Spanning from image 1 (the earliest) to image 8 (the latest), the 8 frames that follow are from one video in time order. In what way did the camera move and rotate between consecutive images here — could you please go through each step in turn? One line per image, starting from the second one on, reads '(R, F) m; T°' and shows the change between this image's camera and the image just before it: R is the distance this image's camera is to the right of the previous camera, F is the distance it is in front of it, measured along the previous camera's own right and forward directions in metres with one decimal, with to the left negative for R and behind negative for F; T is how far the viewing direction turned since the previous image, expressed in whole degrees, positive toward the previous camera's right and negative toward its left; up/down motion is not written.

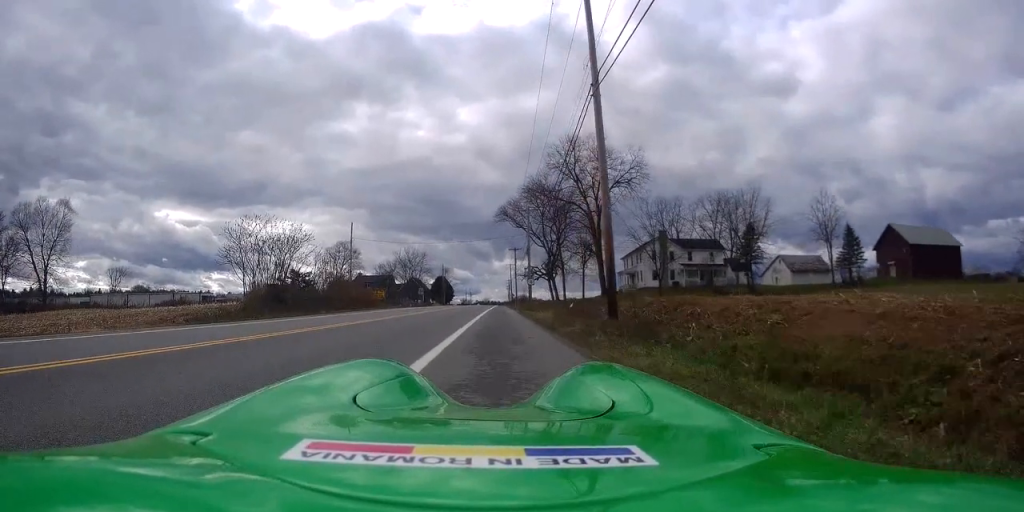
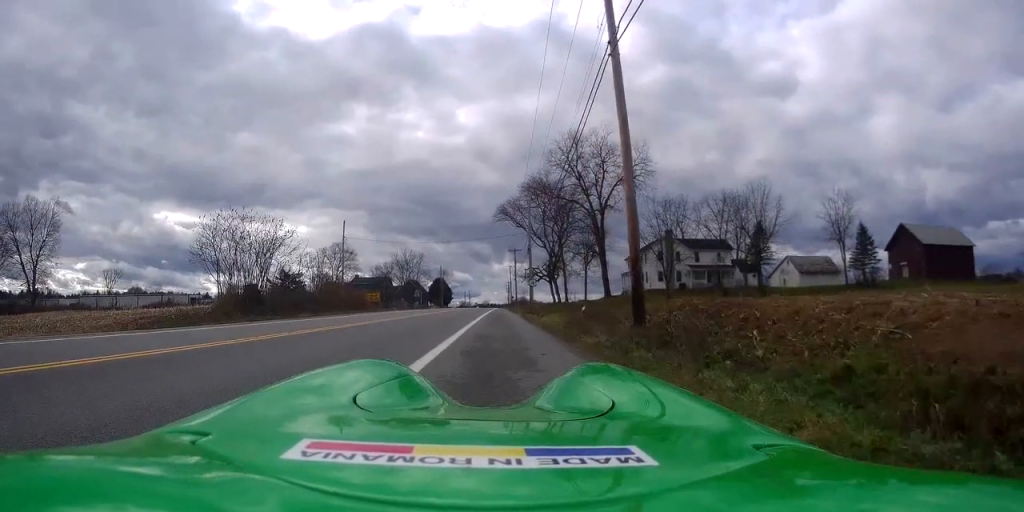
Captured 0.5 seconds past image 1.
(-0.1, +3.4) m; -1°
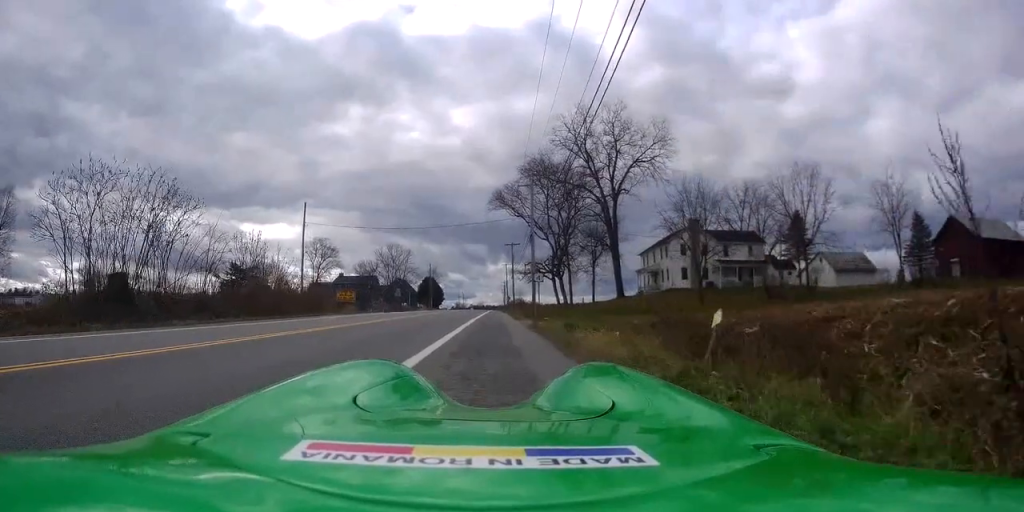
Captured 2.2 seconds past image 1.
(0.0, +13.0) m; -1°
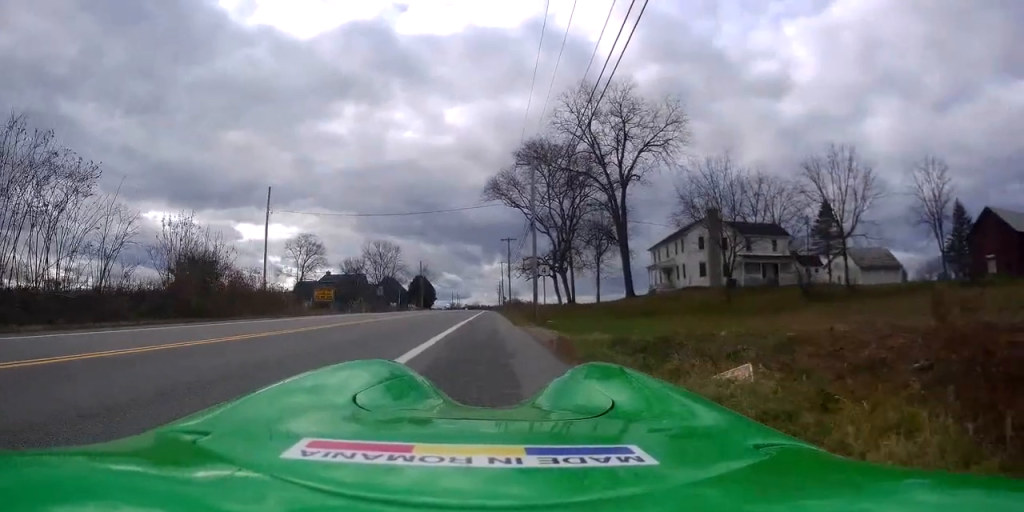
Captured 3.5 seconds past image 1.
(-0.1, +8.4) m; +4°
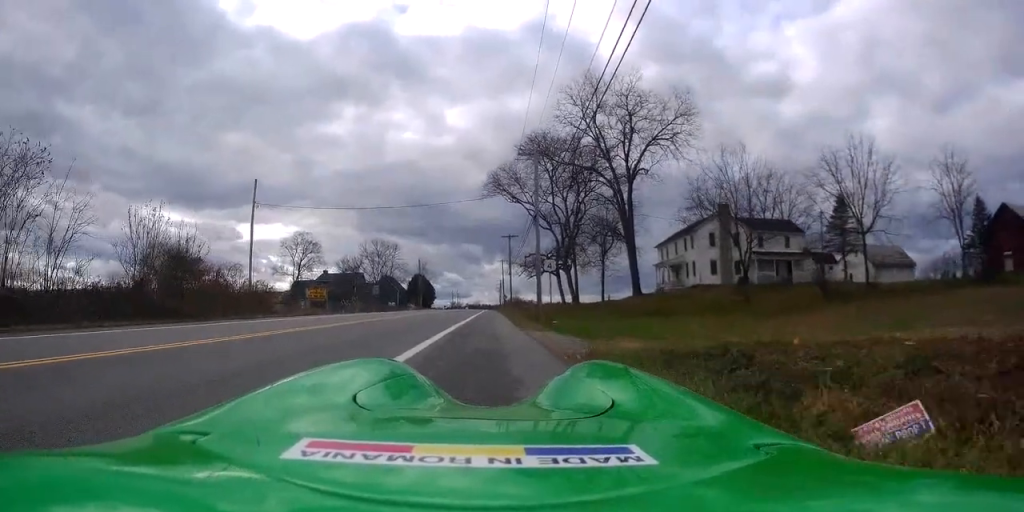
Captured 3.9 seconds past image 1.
(+0.5, +3.1) m; 0°
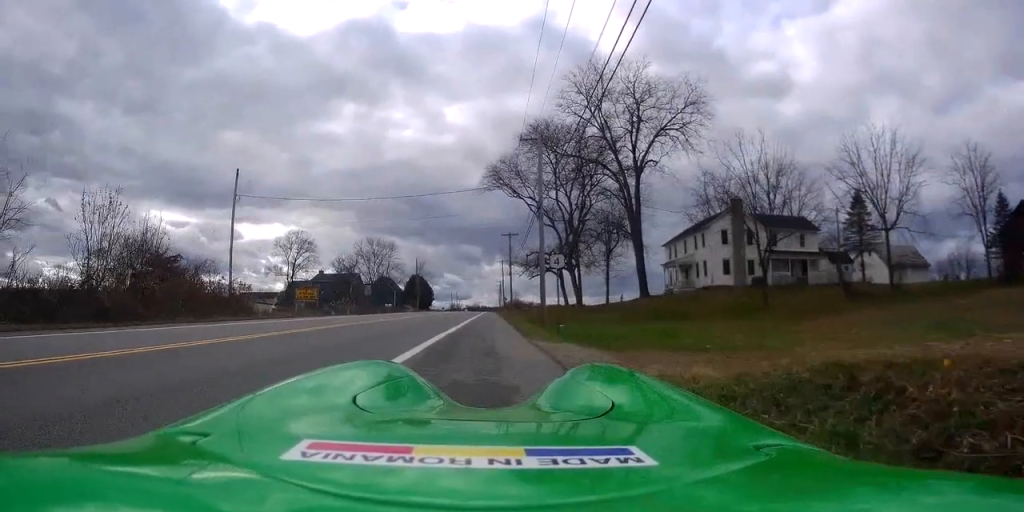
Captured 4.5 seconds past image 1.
(0.0, +3.6) m; 0°
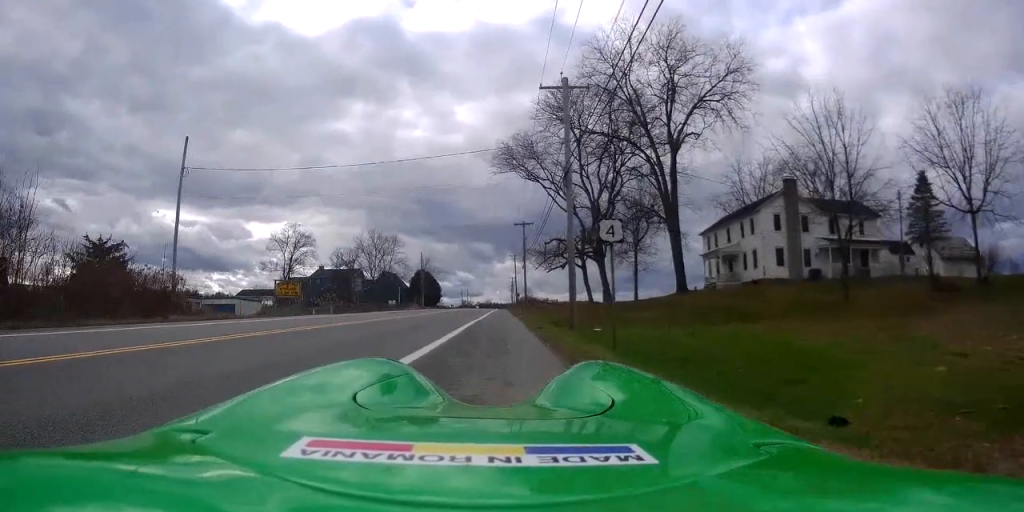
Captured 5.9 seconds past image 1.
(-0.2, +9.4) m; -2°
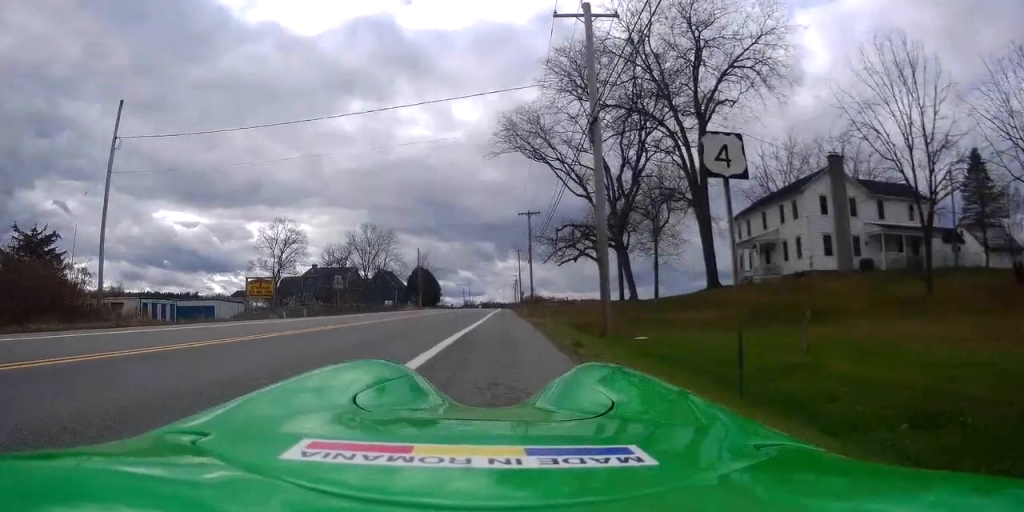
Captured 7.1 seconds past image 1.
(-0.7, +7.4) m; -5°
